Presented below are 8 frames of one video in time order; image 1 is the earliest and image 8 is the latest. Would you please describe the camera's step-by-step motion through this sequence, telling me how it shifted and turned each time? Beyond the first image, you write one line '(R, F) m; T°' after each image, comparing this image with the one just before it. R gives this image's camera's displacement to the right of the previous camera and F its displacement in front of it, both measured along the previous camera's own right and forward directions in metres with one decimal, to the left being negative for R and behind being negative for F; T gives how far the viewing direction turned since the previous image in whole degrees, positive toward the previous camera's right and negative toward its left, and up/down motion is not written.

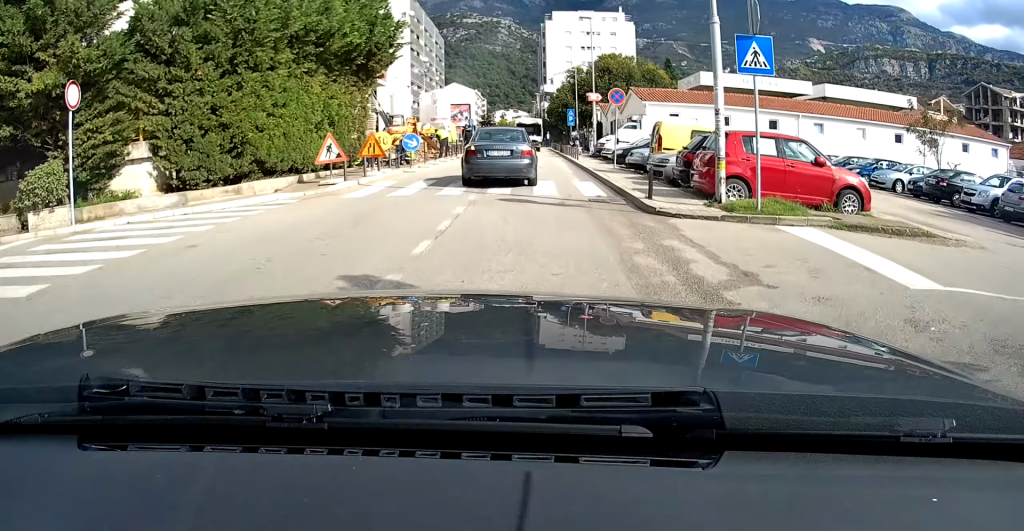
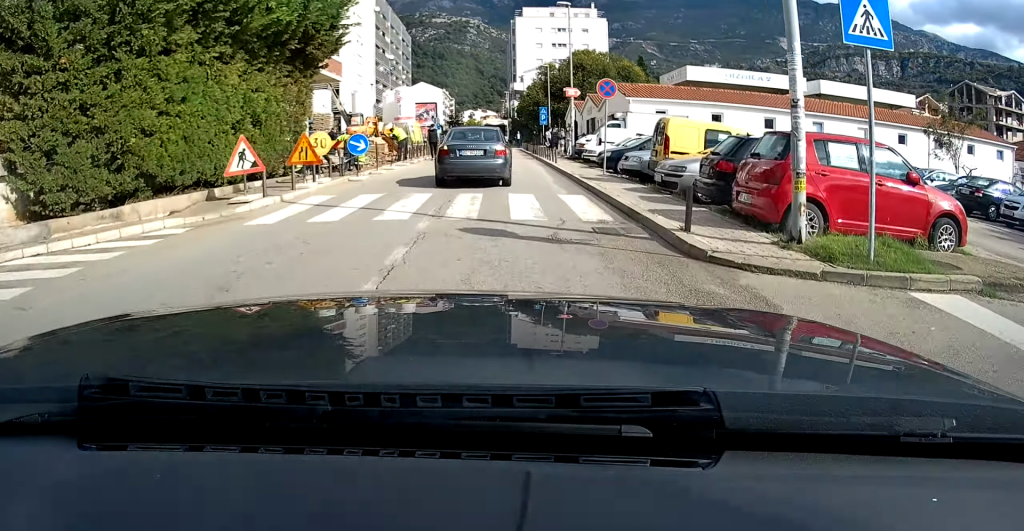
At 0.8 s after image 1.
(0.0, +4.8) m; +1°
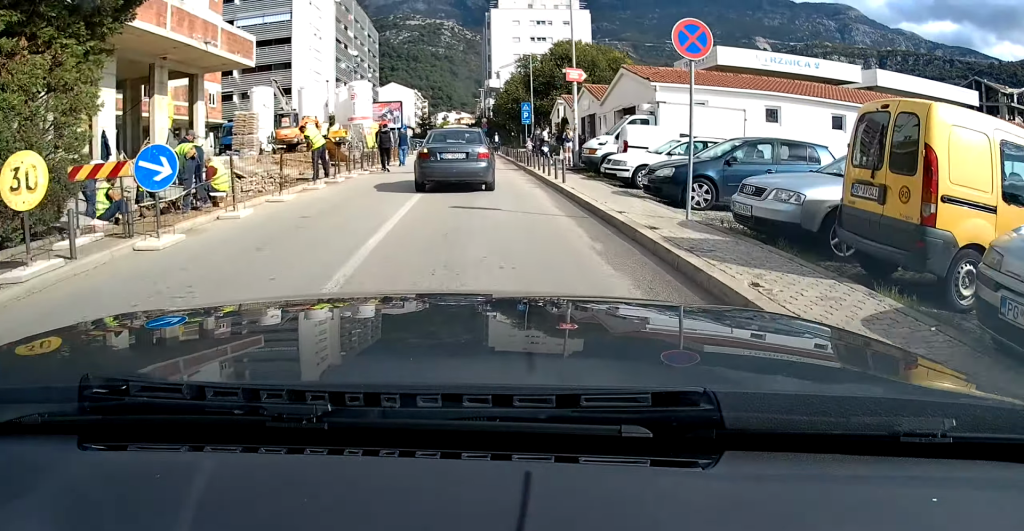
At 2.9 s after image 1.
(+0.4, +12.4) m; +2°
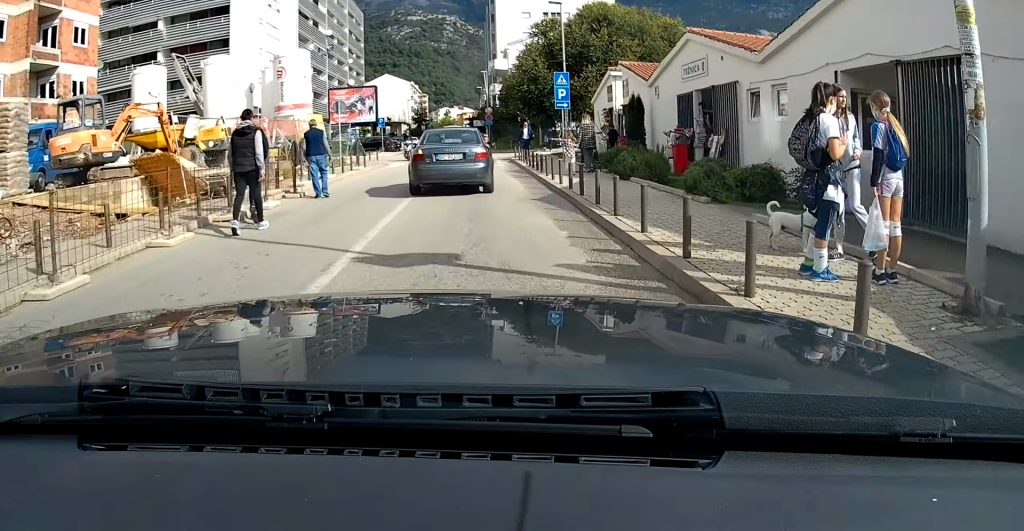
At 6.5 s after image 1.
(0.0, +19.4) m; -2°
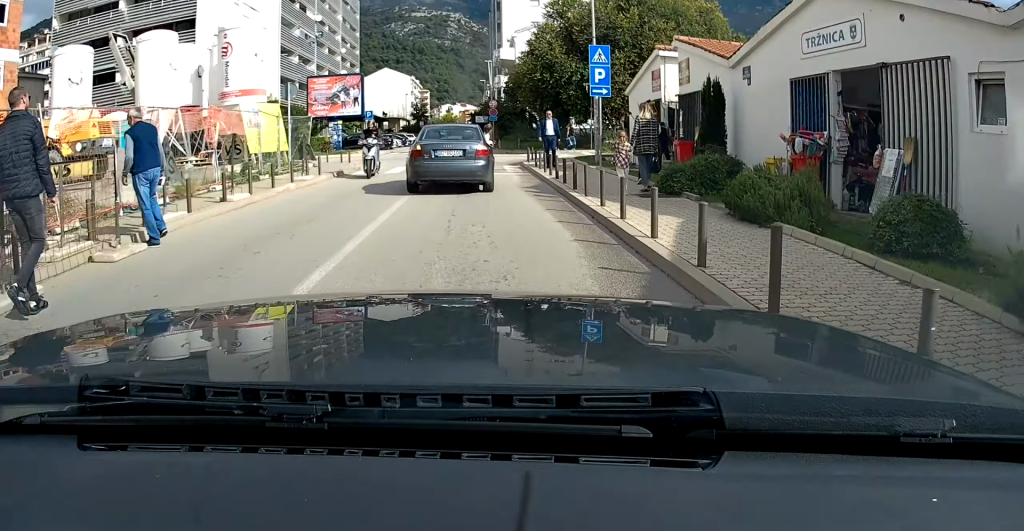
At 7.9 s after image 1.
(-0.1, +5.9) m; -1°
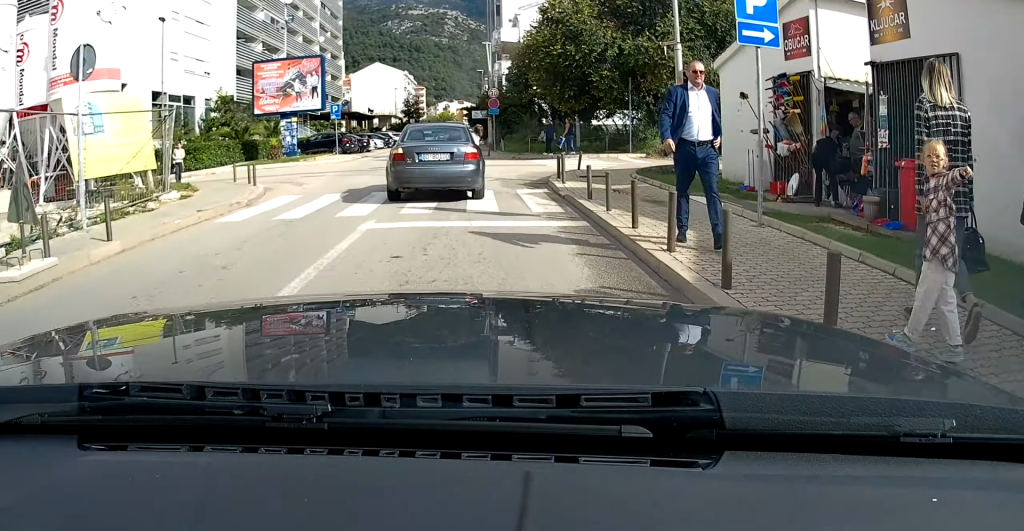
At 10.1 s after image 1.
(-0.1, +9.3) m; -1°
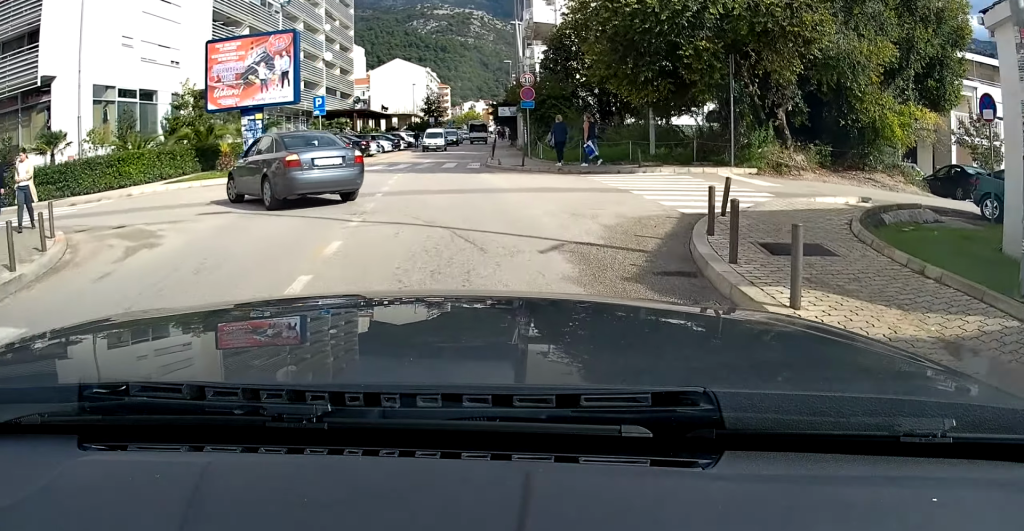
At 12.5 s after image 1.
(-0.1, +9.1) m; -2°
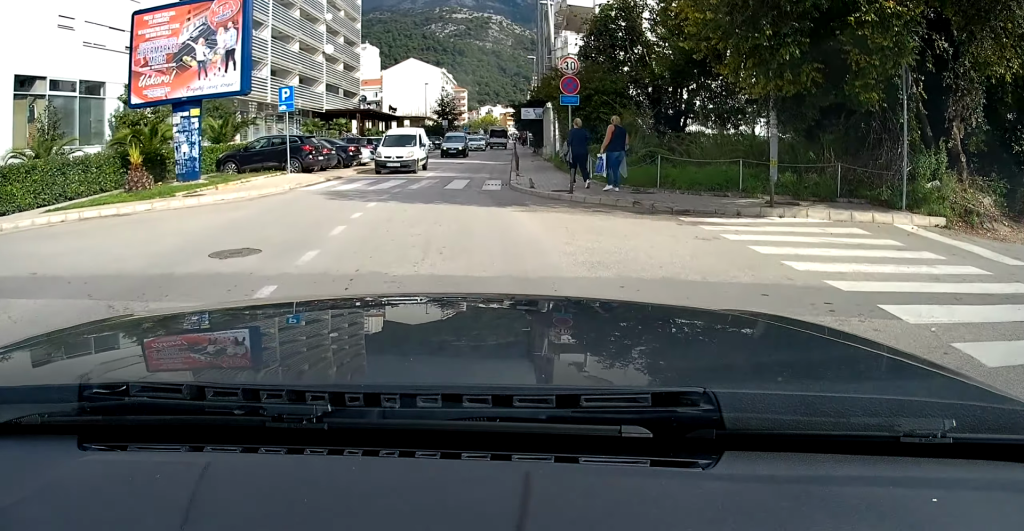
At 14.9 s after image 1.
(-0.2, +7.1) m; -3°
